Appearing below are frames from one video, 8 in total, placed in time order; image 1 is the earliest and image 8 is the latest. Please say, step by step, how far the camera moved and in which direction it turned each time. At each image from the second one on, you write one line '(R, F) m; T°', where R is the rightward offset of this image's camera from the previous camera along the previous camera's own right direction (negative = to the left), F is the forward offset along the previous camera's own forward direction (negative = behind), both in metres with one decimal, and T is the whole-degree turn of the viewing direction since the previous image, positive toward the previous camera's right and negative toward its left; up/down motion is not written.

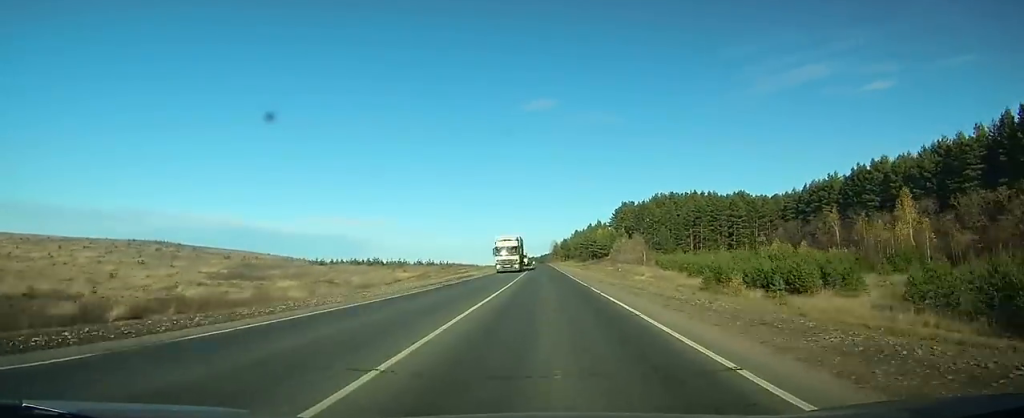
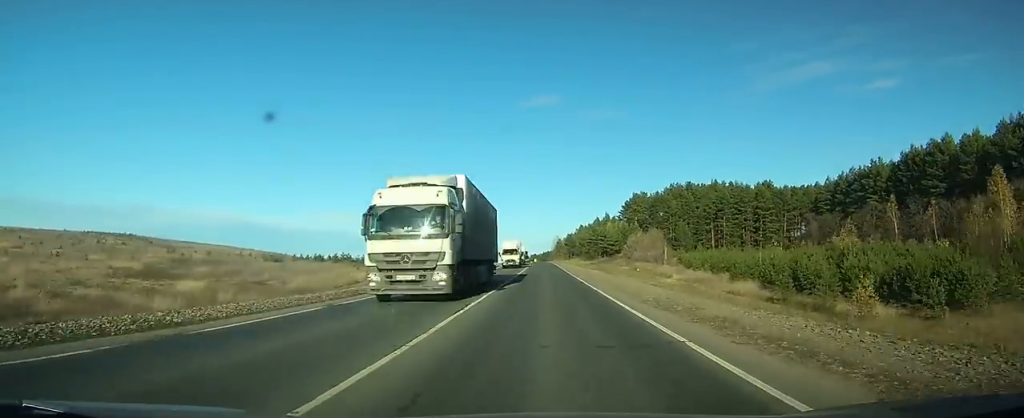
(-0.1, +25.2) m; -1°
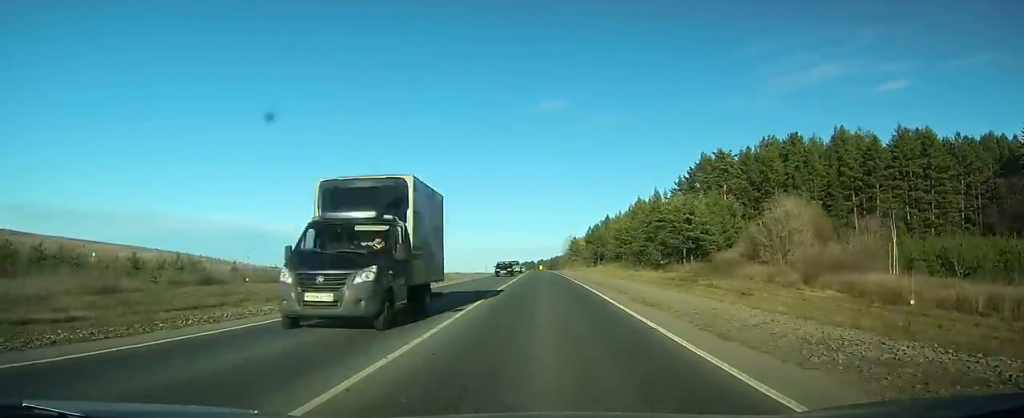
(-1.2, +87.0) m; -1°
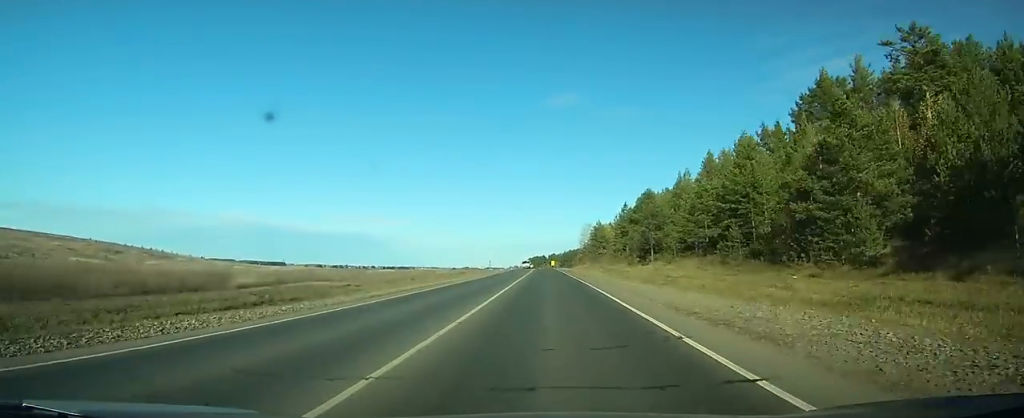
(-0.2, +54.3) m; -1°
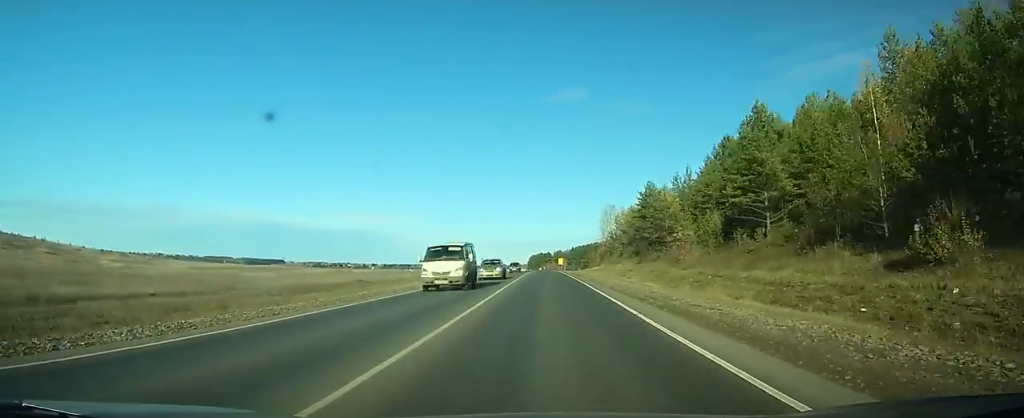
(-0.6, +68.1) m; -1°
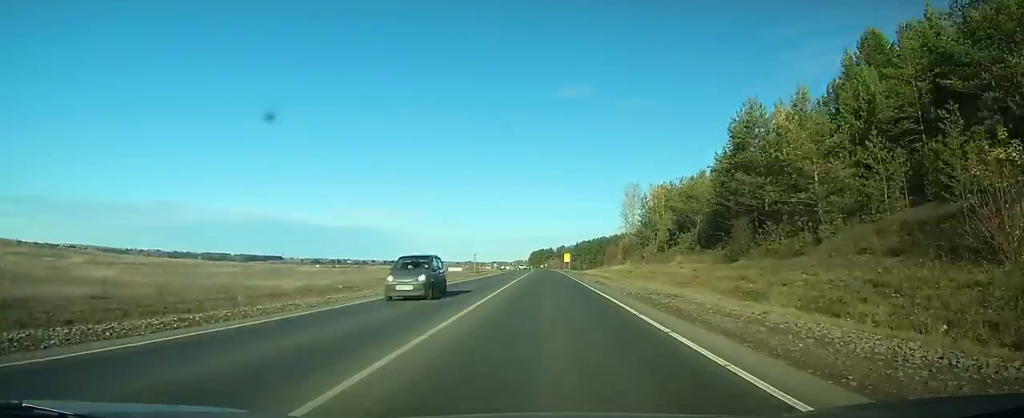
(-0.1, +38.9) m; 0°
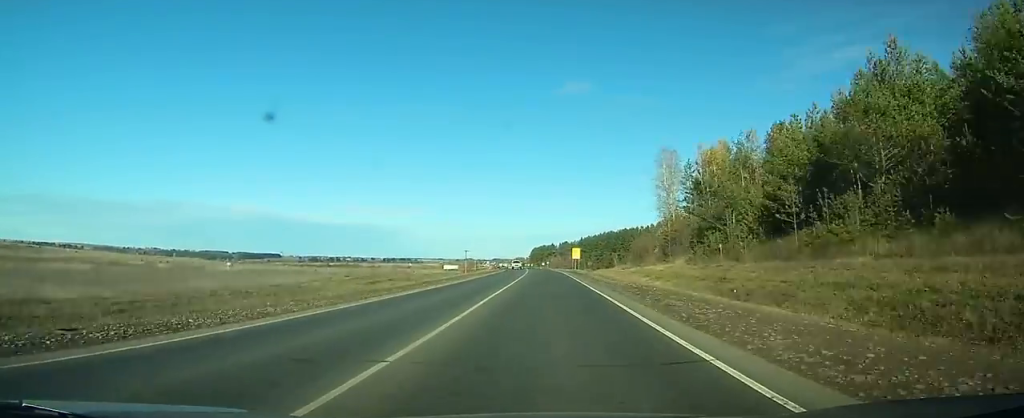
(-0.1, +35.0) m; 0°
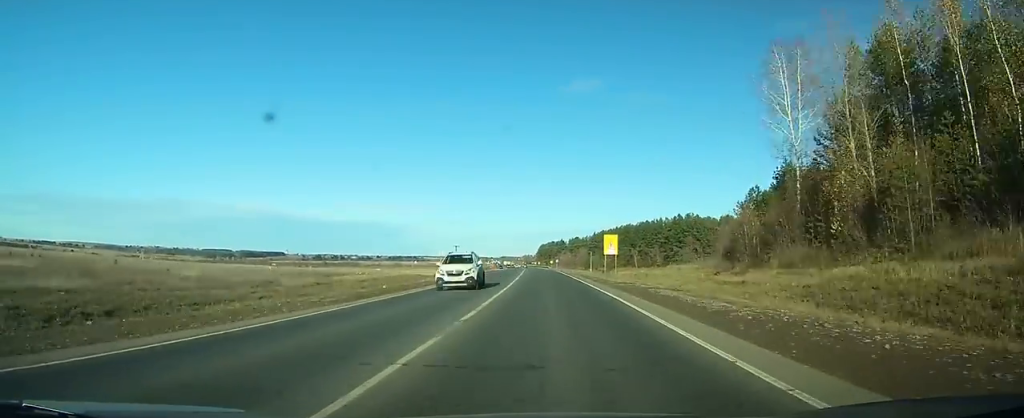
(-0.1, +44.5) m; -1°
